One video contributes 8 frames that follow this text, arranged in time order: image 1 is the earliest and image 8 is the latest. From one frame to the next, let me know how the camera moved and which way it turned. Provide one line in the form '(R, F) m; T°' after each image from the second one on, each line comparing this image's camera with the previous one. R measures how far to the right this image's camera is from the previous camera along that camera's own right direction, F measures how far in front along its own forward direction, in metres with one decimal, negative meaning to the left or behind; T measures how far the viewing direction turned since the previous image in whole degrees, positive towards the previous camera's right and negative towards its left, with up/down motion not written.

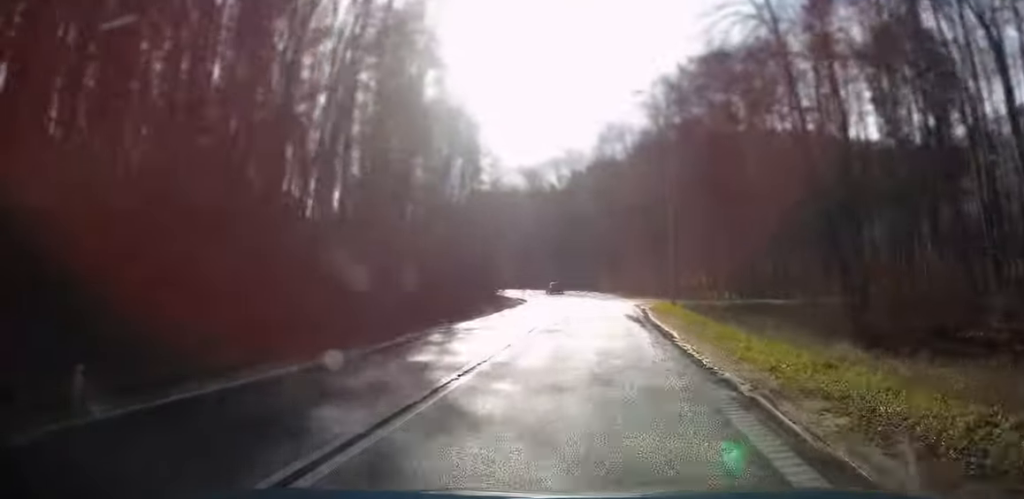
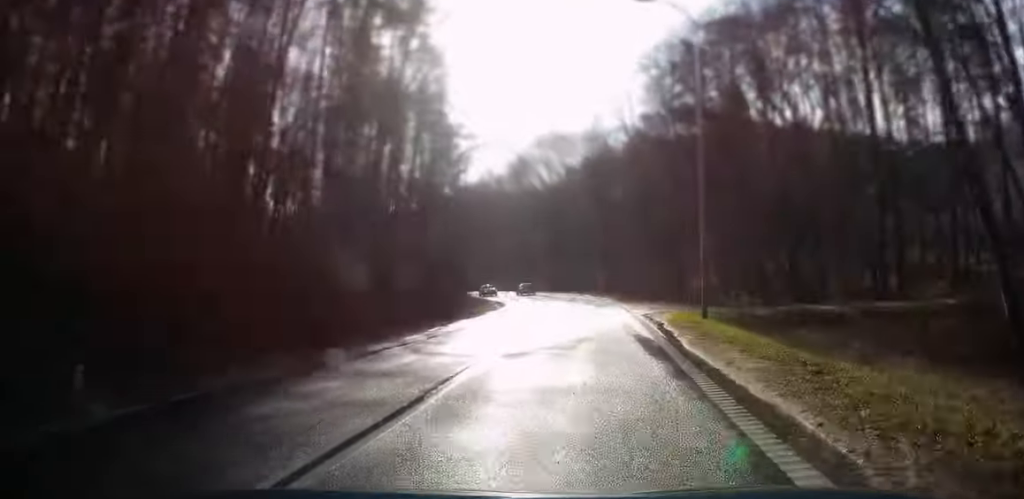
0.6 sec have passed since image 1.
(+0.2, +11.8) m; 0°
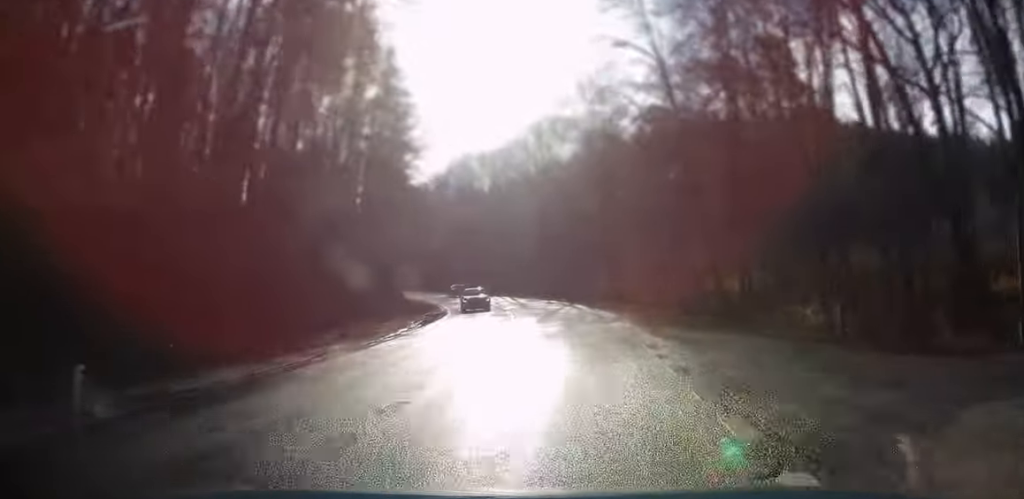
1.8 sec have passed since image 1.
(-0.6, +25.1) m; -2°
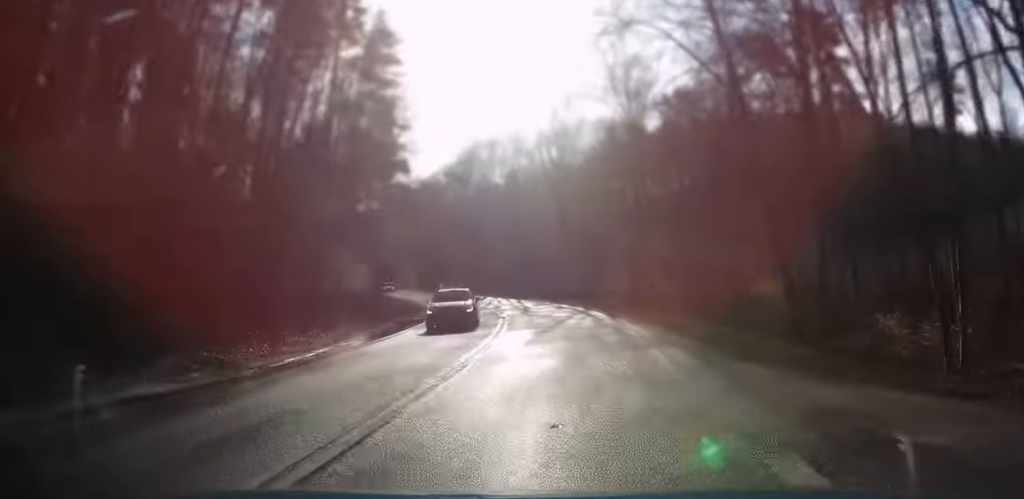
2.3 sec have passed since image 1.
(-0.1, +9.7) m; -1°
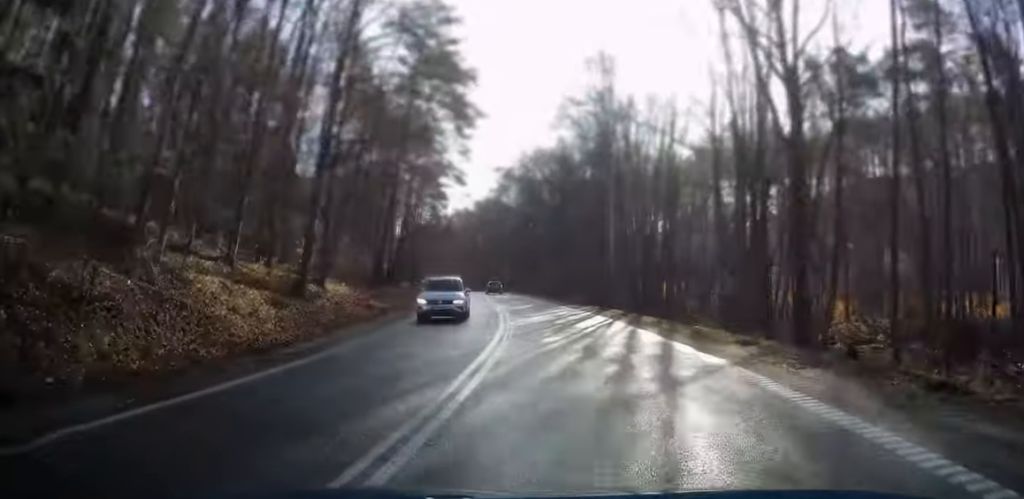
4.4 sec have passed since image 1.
(-2.9, +40.5) m; -12°
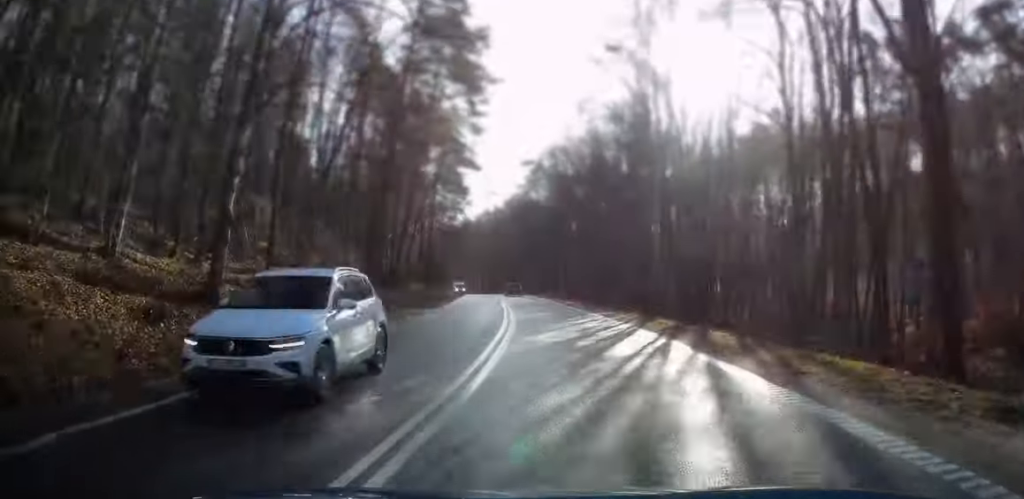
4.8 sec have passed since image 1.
(-0.6, +8.9) m; -2°
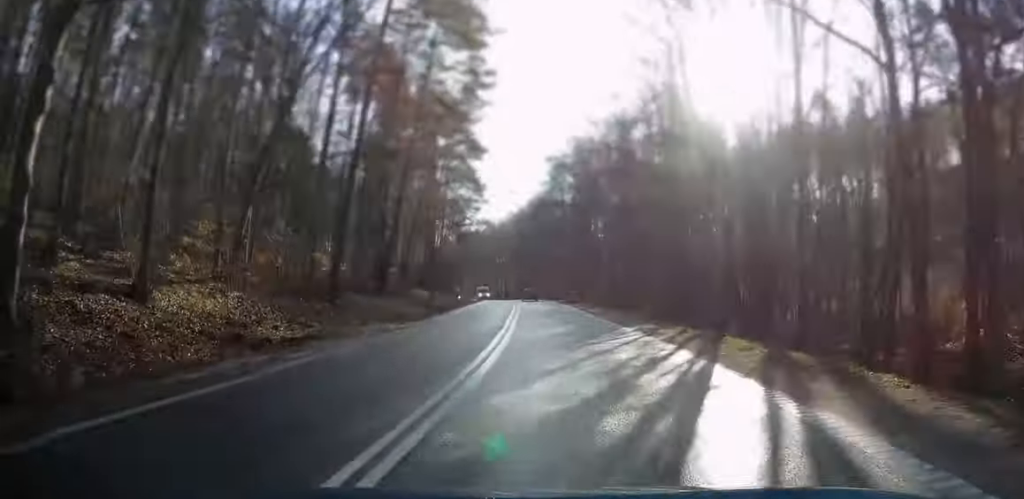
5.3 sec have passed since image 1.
(-0.2, +8.9) m; -2°
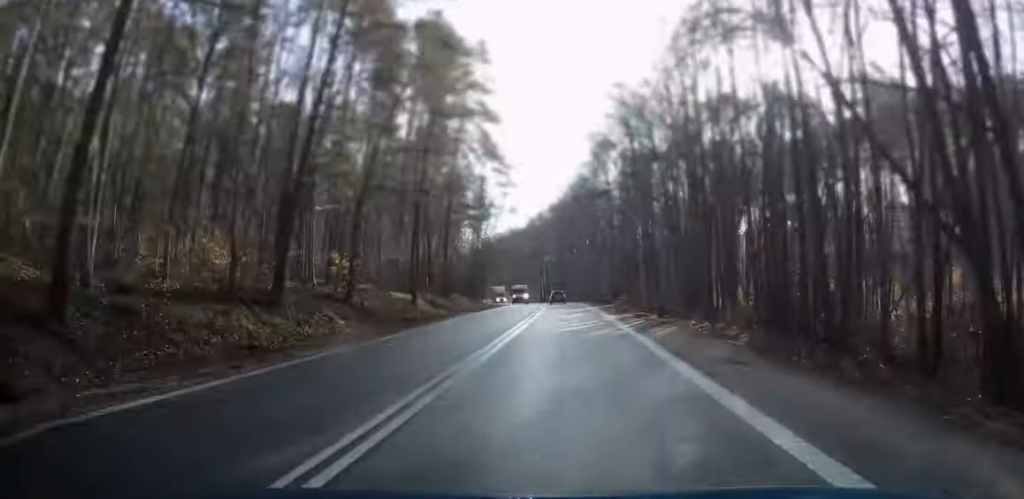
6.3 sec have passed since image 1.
(-0.5, +19.6) m; -5°
